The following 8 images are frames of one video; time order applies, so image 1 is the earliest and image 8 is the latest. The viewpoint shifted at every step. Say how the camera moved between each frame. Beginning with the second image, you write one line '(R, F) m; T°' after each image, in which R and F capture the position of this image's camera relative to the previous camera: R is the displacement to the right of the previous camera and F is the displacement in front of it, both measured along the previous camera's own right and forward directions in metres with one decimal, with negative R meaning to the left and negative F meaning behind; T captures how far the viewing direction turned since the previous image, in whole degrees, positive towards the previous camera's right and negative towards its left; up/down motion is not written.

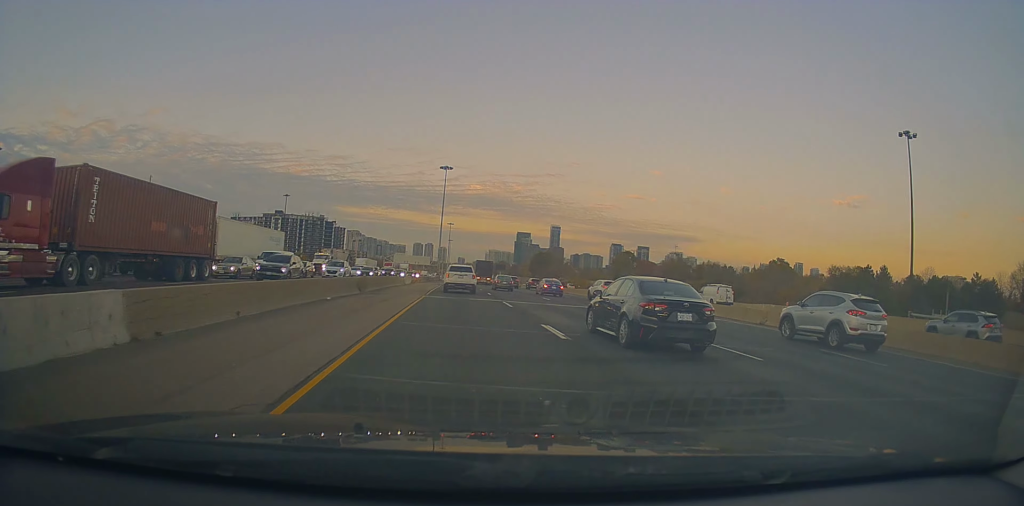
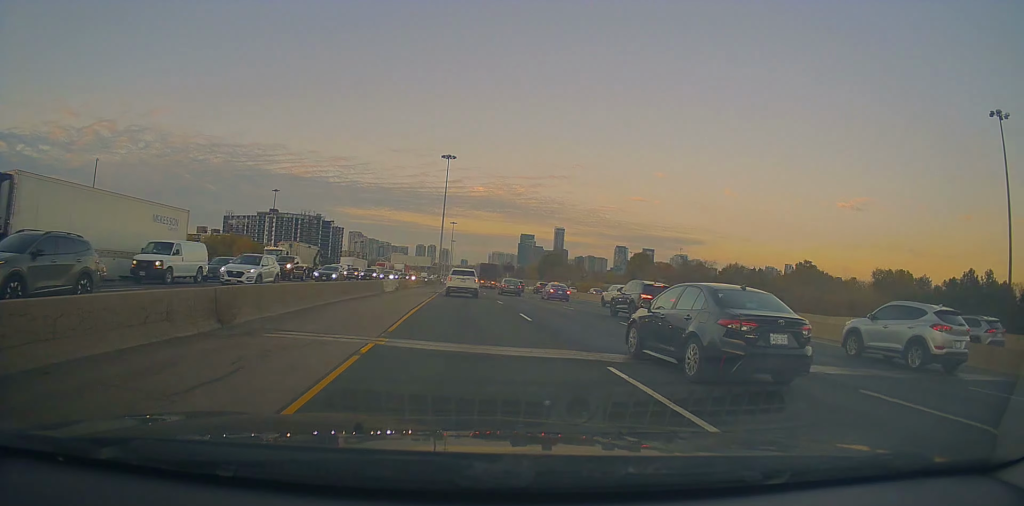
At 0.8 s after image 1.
(0.0, +17.9) m; -1°
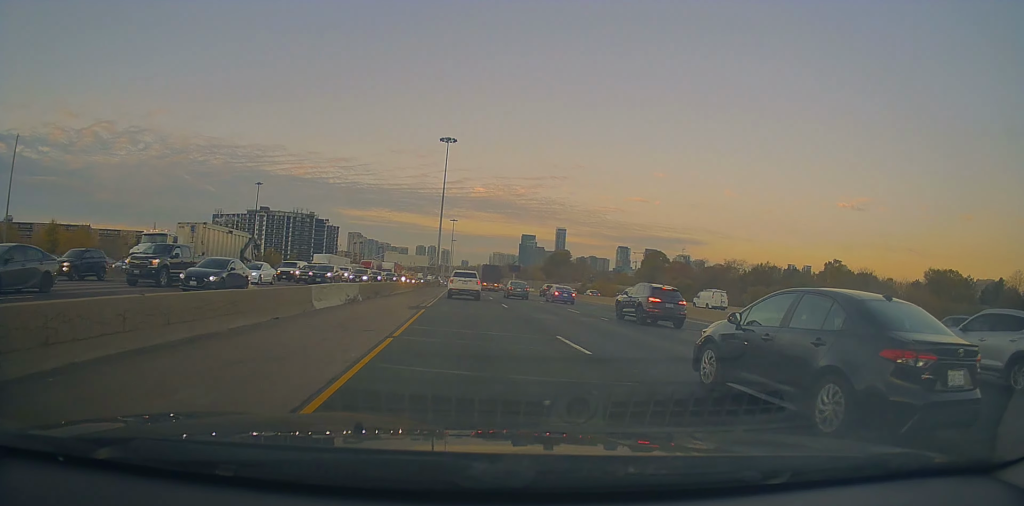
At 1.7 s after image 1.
(-0.5, +19.1) m; -2°
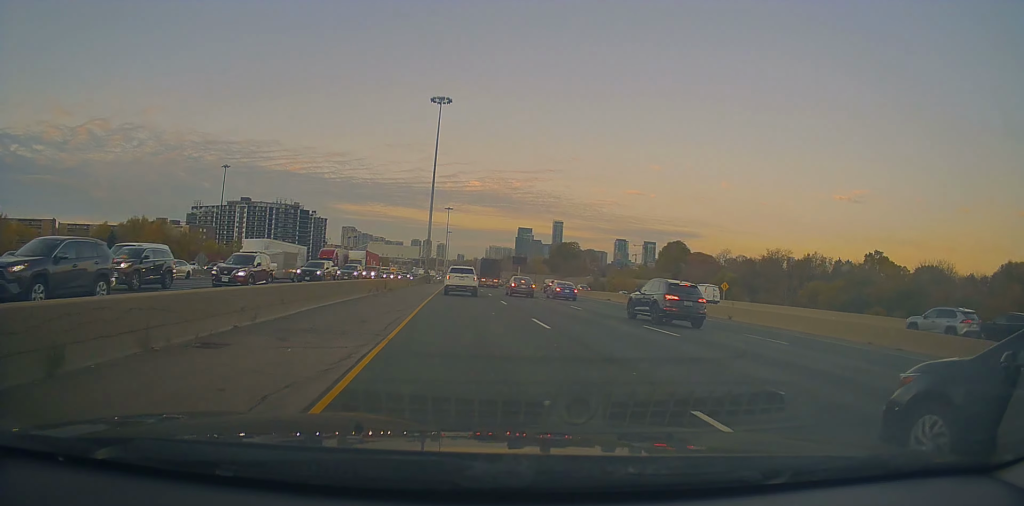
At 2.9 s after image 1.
(0.0, +25.5) m; 0°
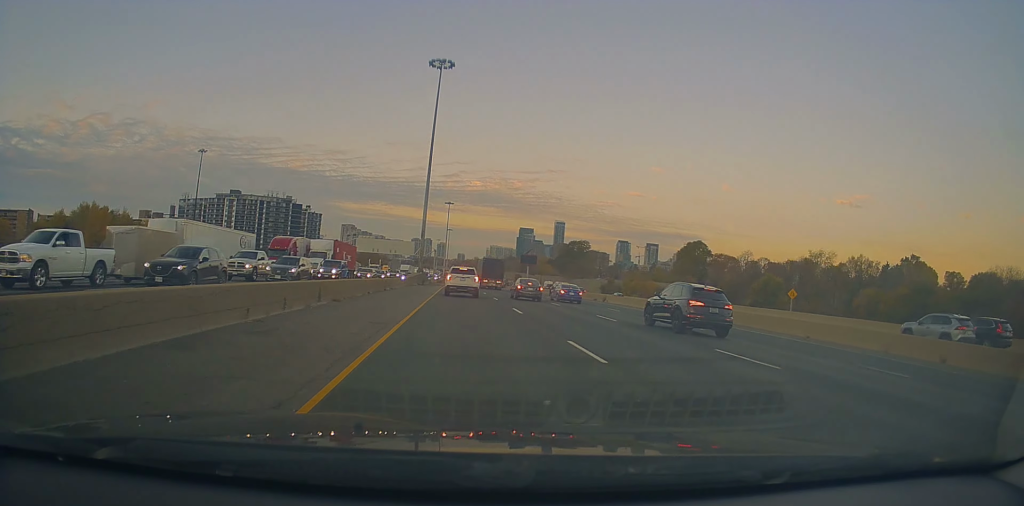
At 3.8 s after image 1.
(0.0, +17.8) m; +1°
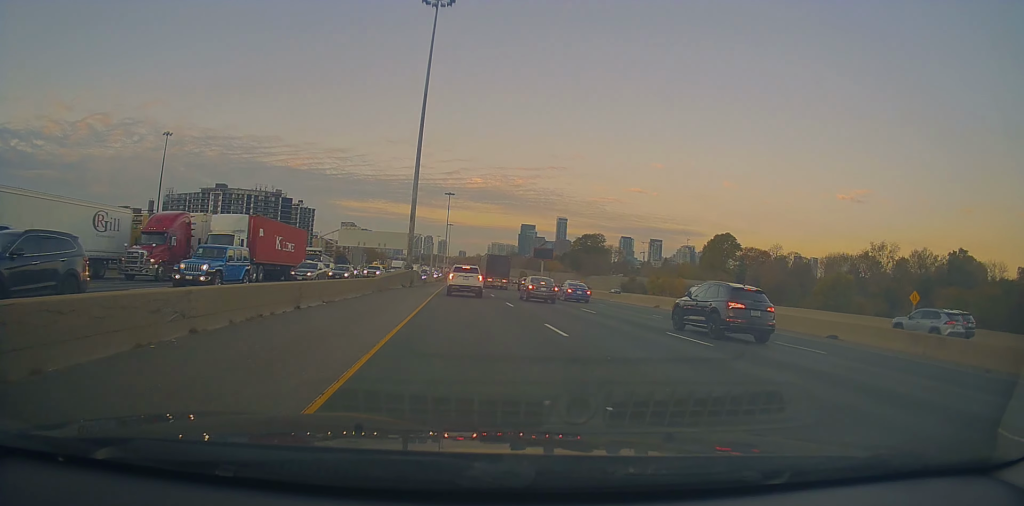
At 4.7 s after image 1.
(+0.4, +20.2) m; +1°
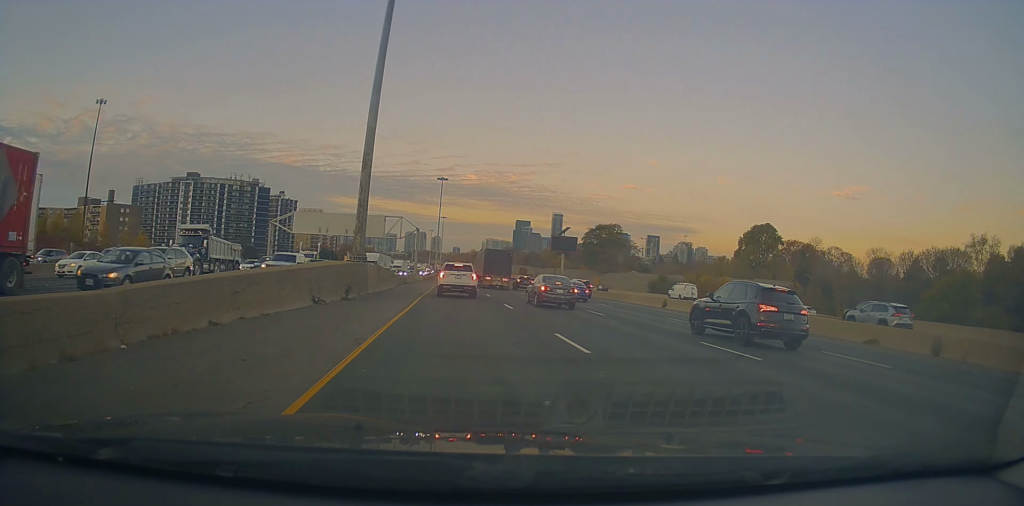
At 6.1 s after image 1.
(0.0, +26.5) m; +1°
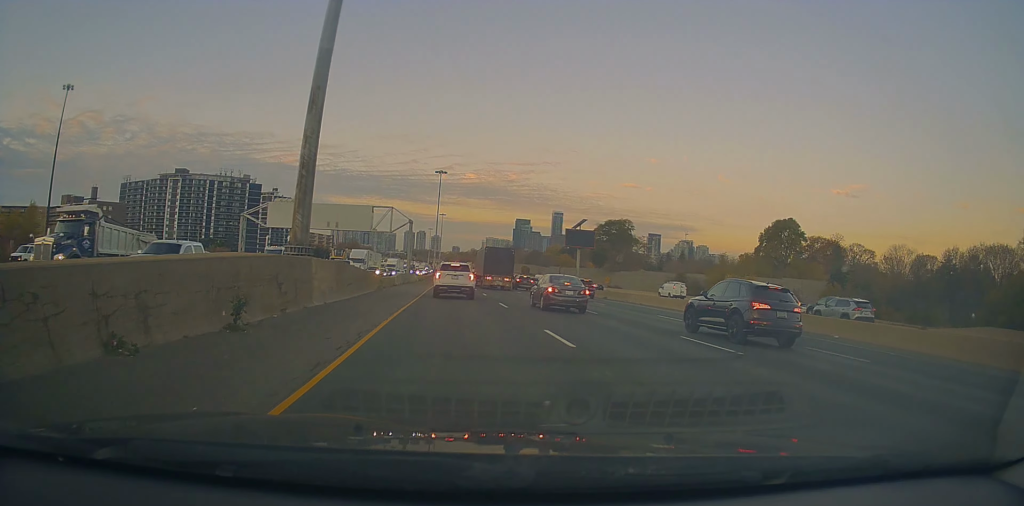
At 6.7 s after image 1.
(+0.2, +11.4) m; 0°
